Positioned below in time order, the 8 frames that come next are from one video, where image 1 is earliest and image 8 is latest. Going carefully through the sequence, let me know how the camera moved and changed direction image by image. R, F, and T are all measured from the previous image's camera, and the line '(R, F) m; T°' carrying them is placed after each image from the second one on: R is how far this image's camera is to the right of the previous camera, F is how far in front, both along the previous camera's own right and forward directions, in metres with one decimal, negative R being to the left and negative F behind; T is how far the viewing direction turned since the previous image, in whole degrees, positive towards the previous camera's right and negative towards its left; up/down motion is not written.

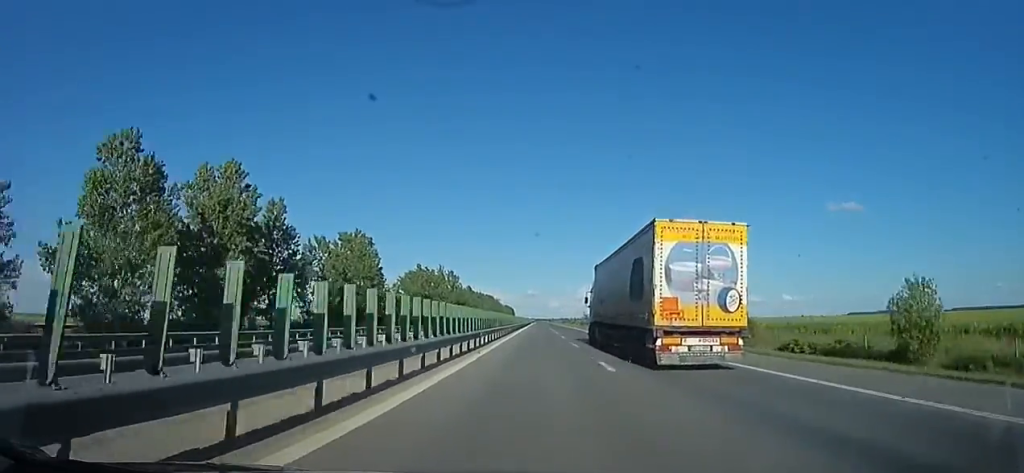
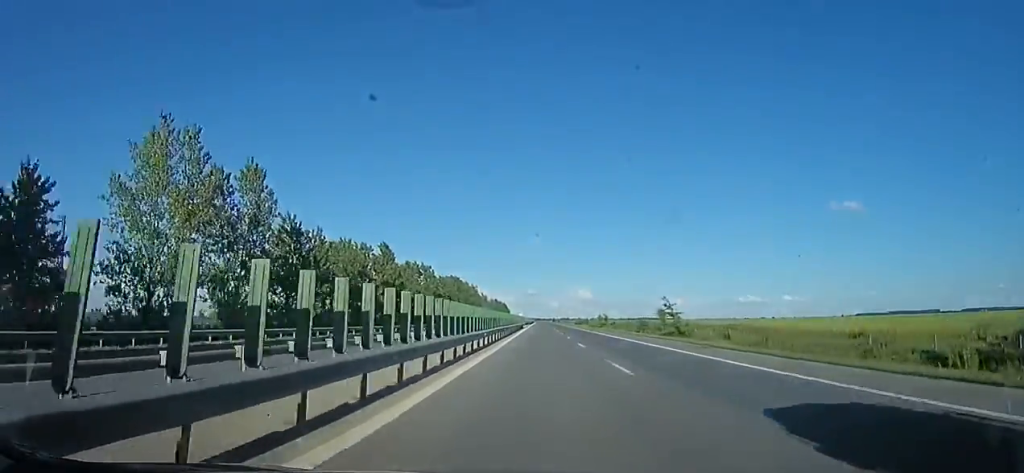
(+3.1, +96.4) m; +2°
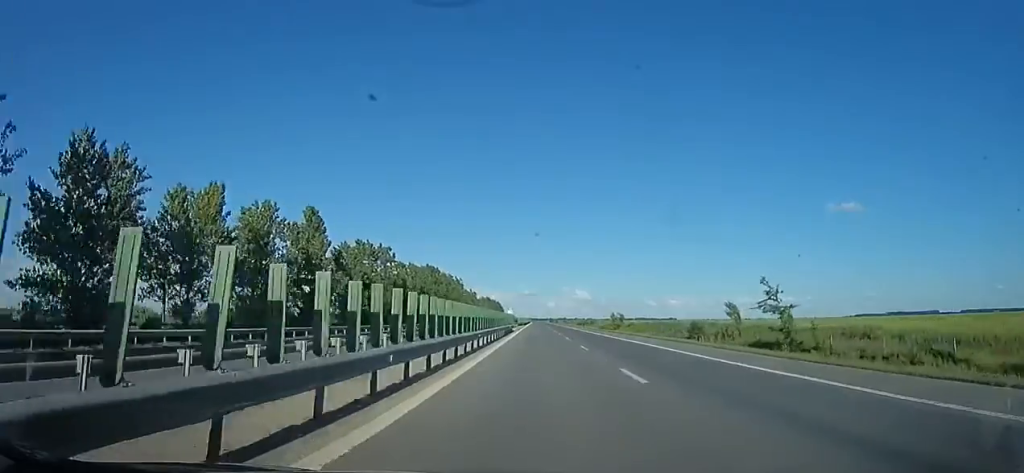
(-1.0, +25.7) m; 0°
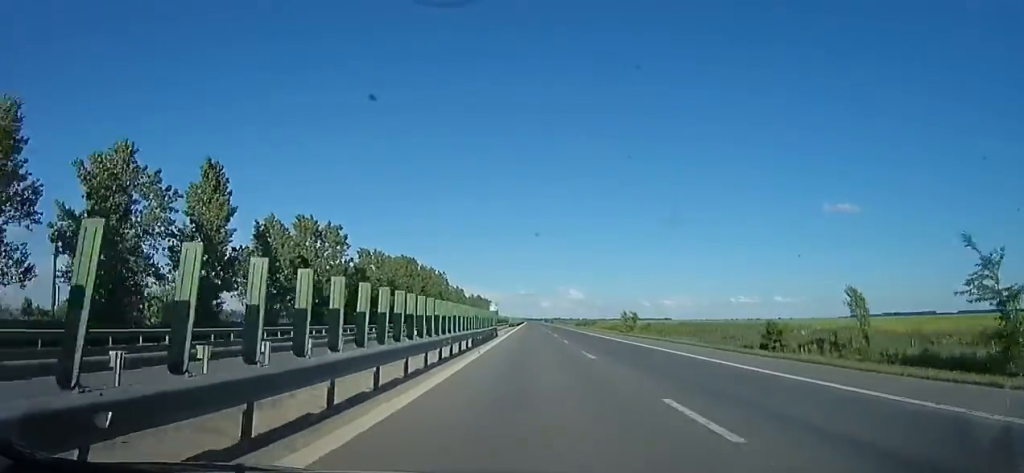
(+0.2, +17.4) m; 0°
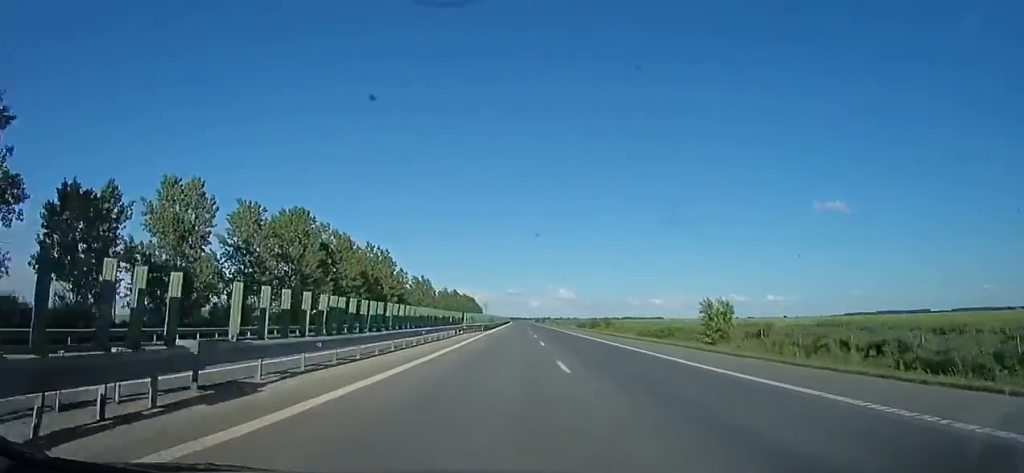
(+0.3, +41.2) m; 0°
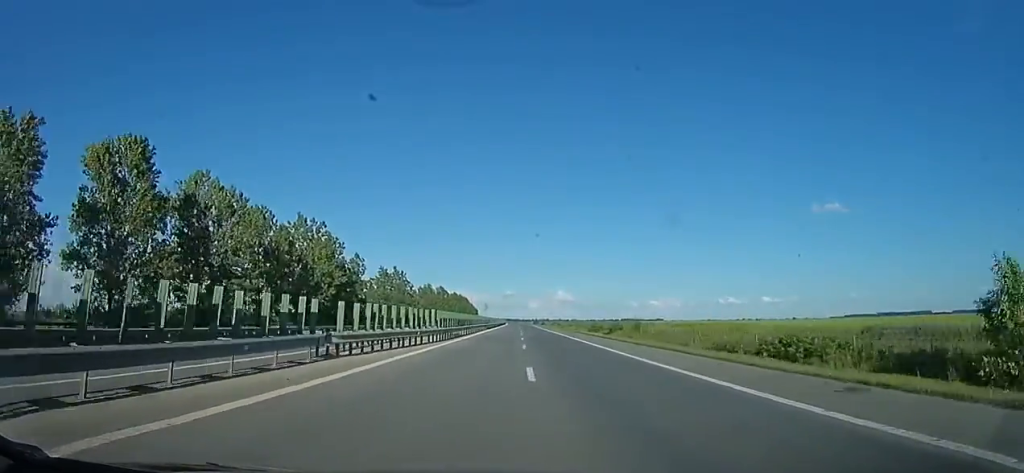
(-0.5, +25.6) m; +1°
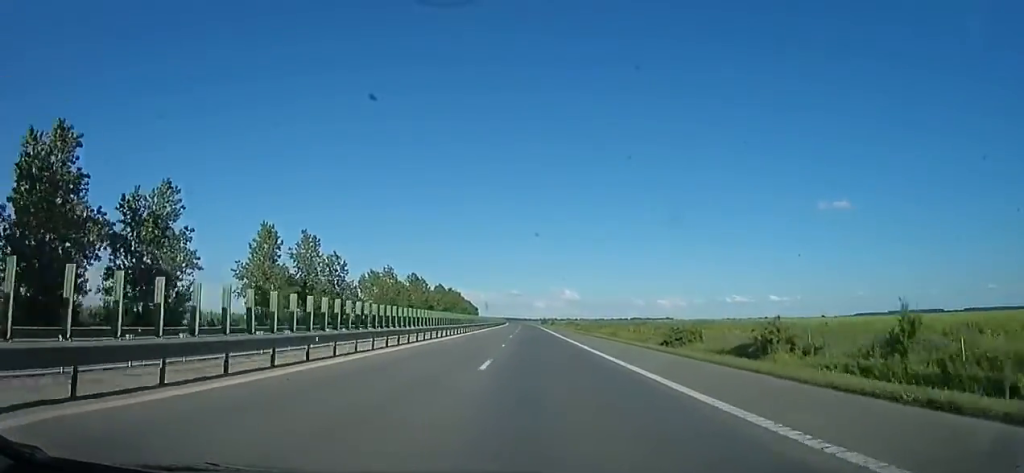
(+1.8, +46.3) m; +1°
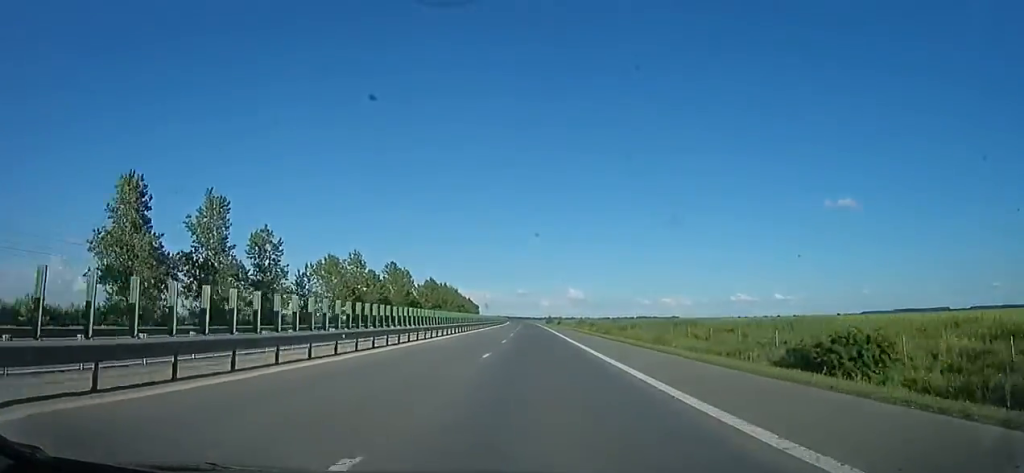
(+0.3, +21.3) m; -1°
